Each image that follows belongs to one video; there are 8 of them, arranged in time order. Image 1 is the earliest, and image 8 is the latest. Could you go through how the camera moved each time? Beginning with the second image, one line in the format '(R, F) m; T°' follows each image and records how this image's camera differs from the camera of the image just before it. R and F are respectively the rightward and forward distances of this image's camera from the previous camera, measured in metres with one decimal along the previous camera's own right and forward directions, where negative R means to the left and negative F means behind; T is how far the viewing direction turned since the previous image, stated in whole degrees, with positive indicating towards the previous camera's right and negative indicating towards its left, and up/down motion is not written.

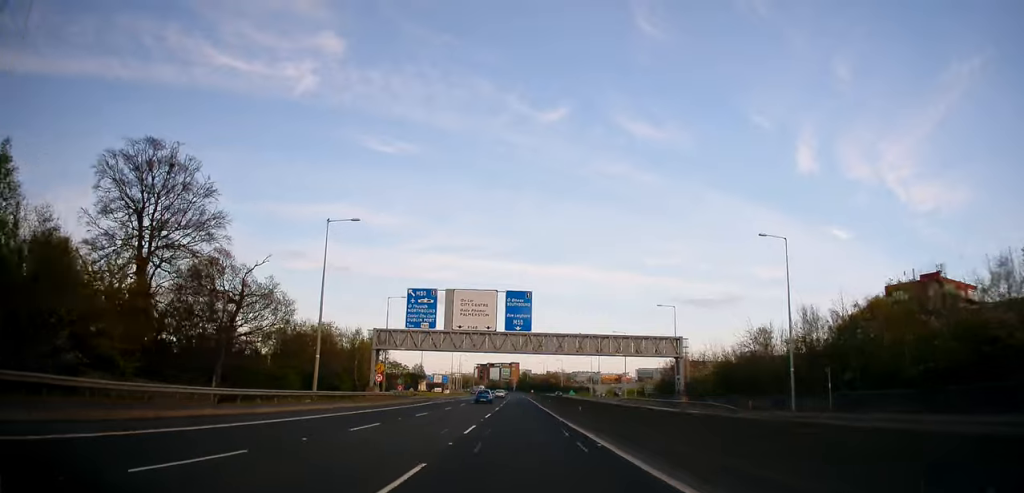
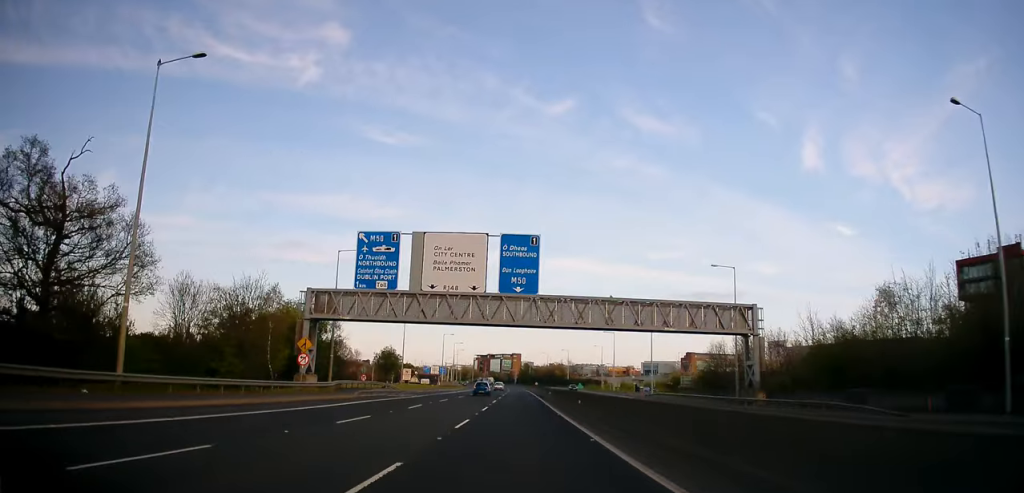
(-0.1, +24.2) m; 0°
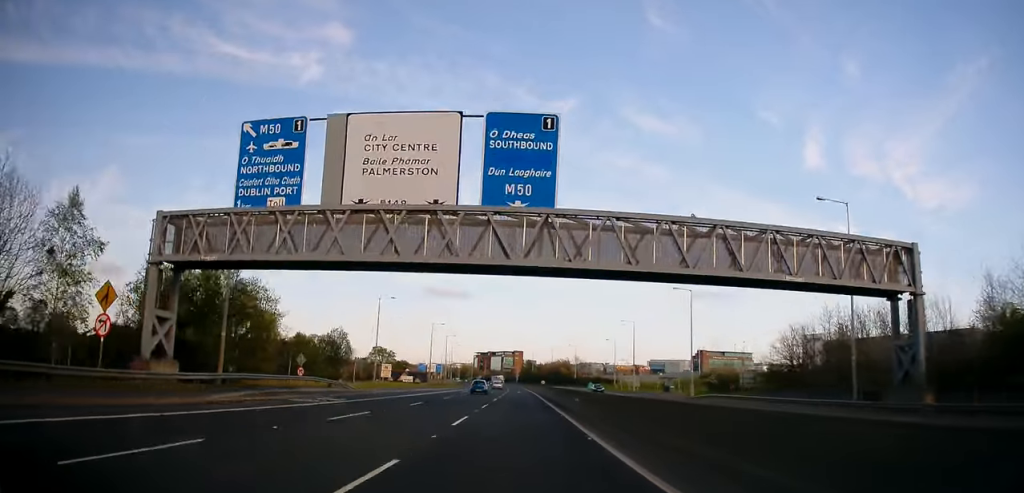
(+0.3, +23.0) m; 0°
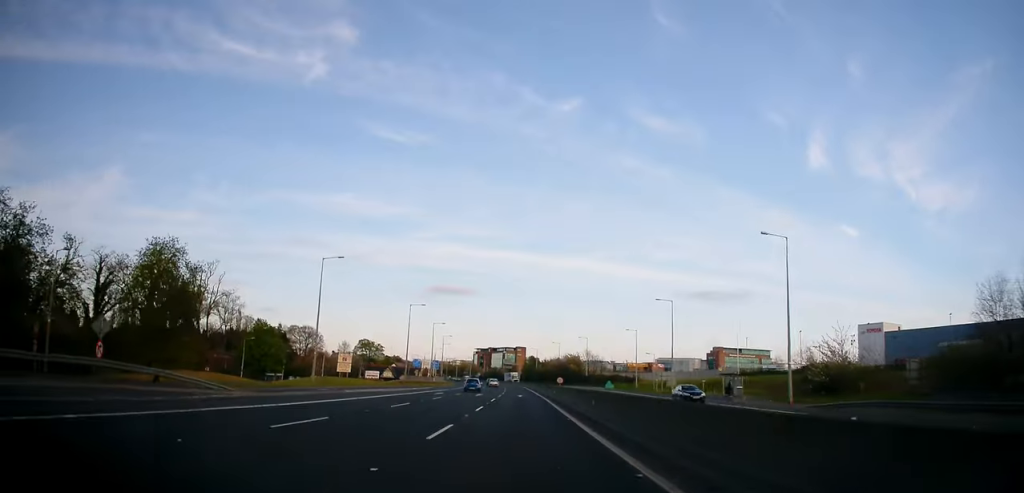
(-0.1, +29.6) m; -1°
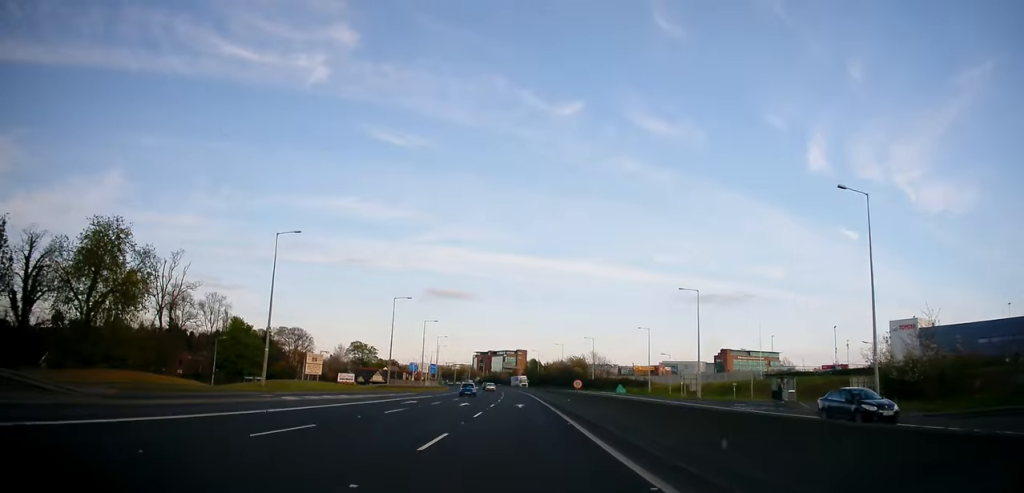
(0.0, +13.3) m; 0°
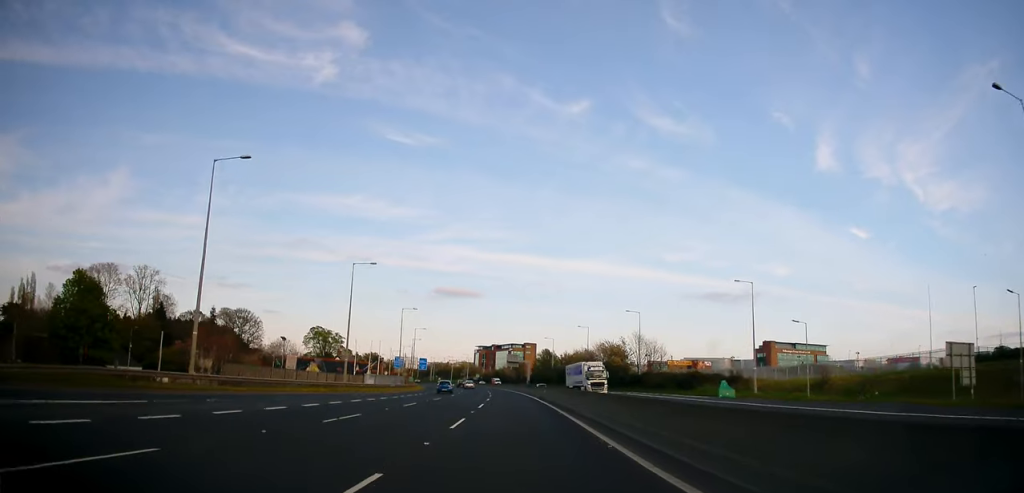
(-0.8, +57.3) m; -2°
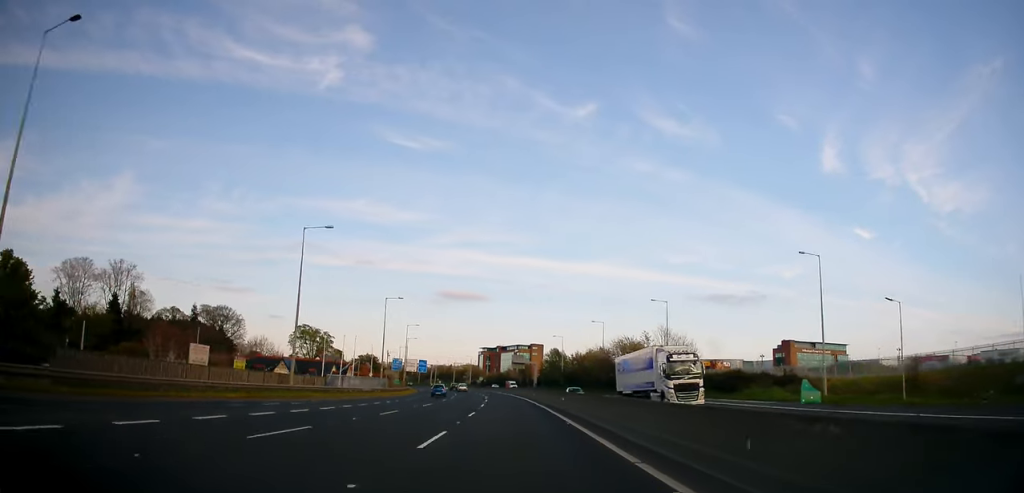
(0.0, +16.7) m; 0°
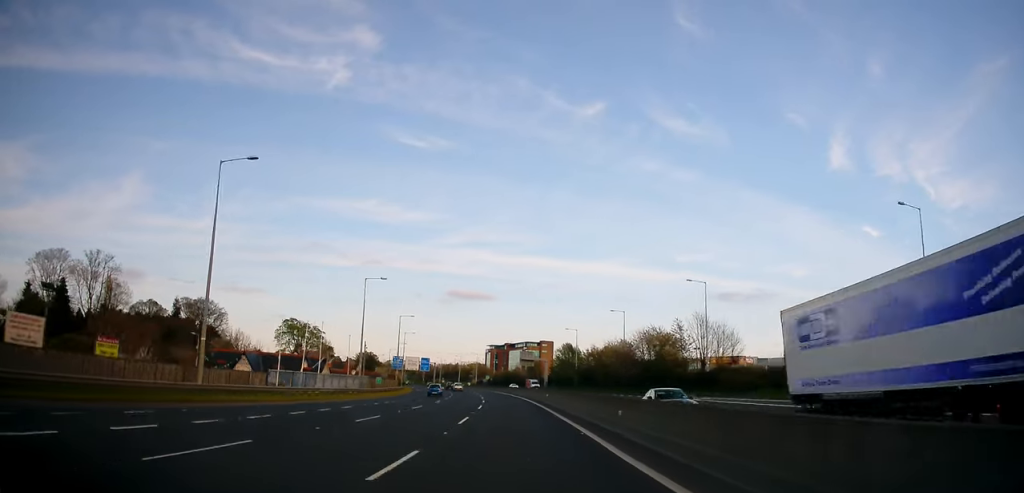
(0.0, +16.8) m; 0°
